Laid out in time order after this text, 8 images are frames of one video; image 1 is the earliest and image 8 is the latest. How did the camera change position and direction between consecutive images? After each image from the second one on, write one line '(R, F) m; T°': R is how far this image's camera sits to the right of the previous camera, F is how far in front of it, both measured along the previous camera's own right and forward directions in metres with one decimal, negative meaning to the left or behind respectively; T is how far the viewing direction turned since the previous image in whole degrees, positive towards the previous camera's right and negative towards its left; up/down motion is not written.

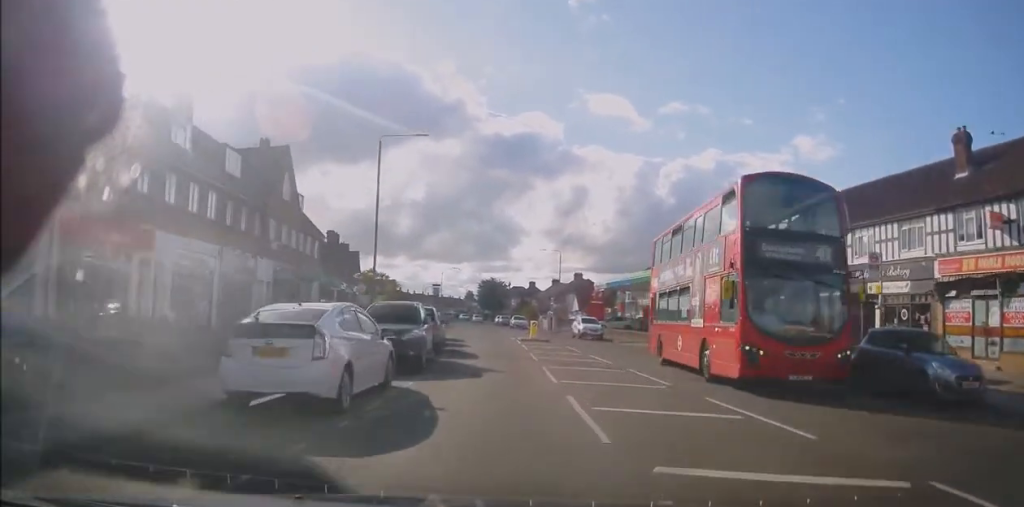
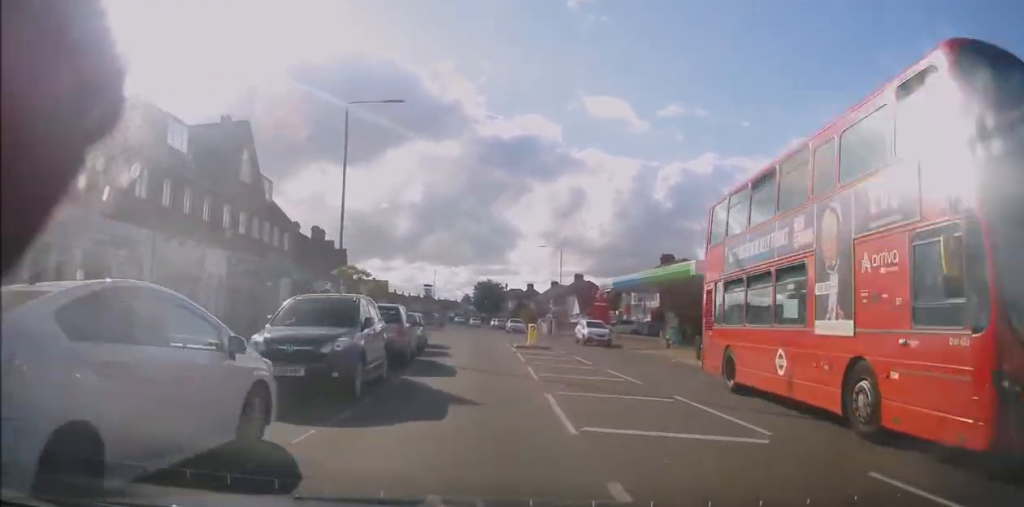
(0.0, +5.5) m; 0°
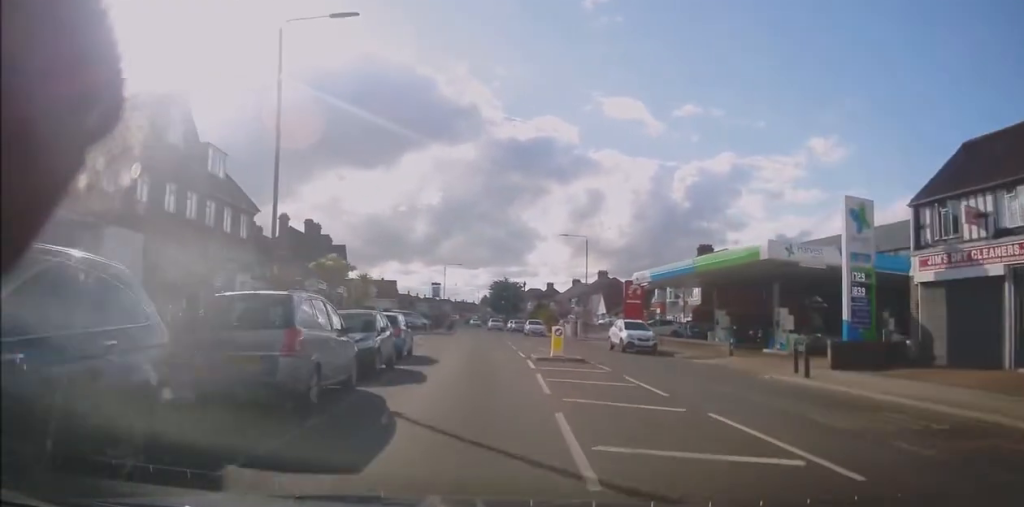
(0.0, +8.6) m; -1°
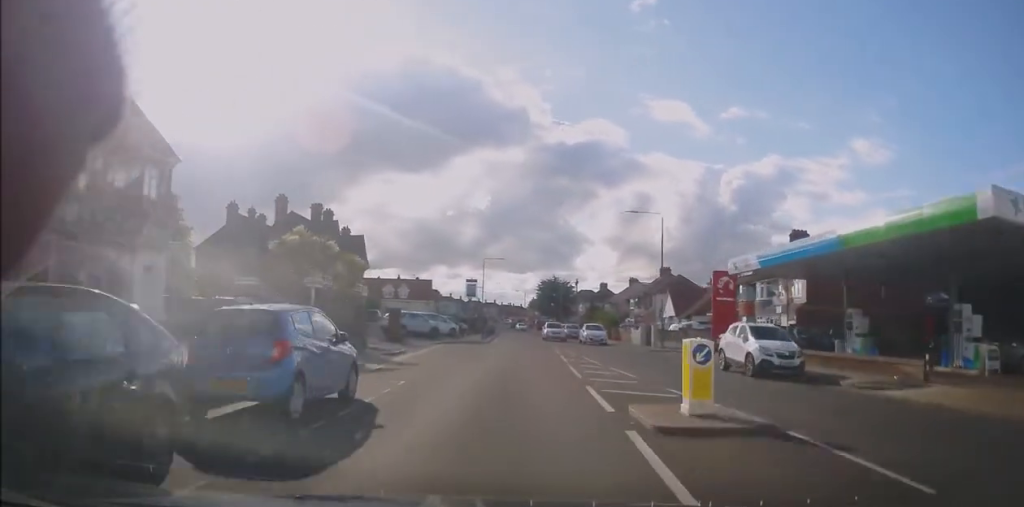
(-0.2, +12.4) m; -1°
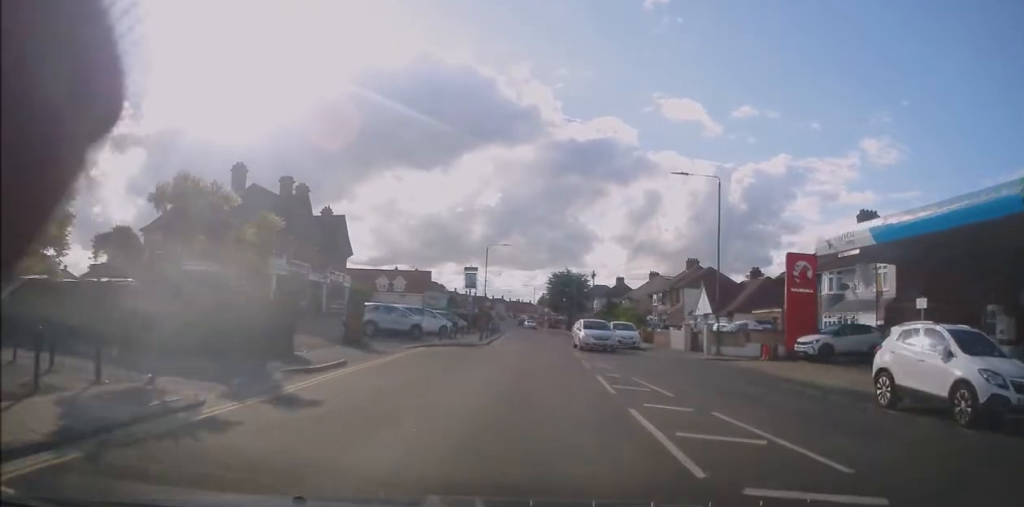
(0.0, +9.7) m; -3°
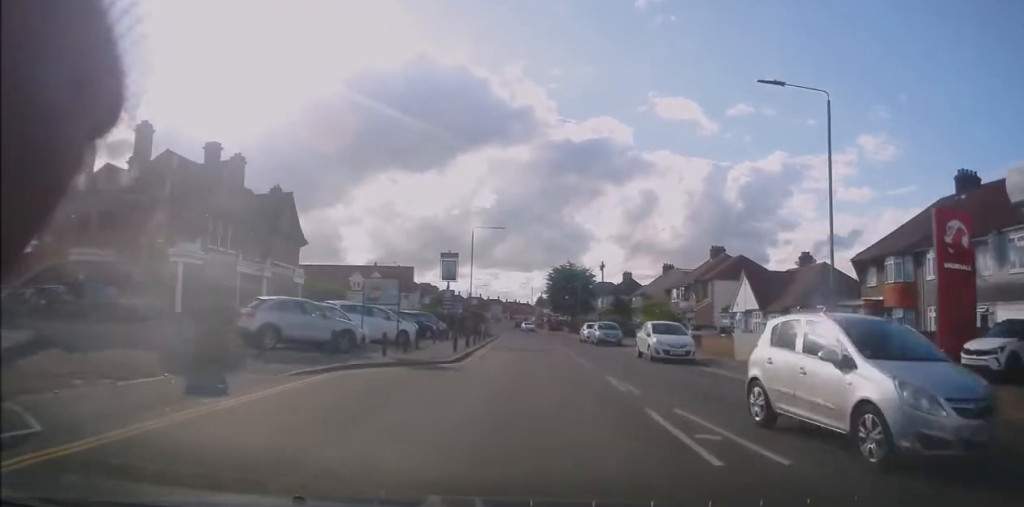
(-0.6, +11.4) m; -1°
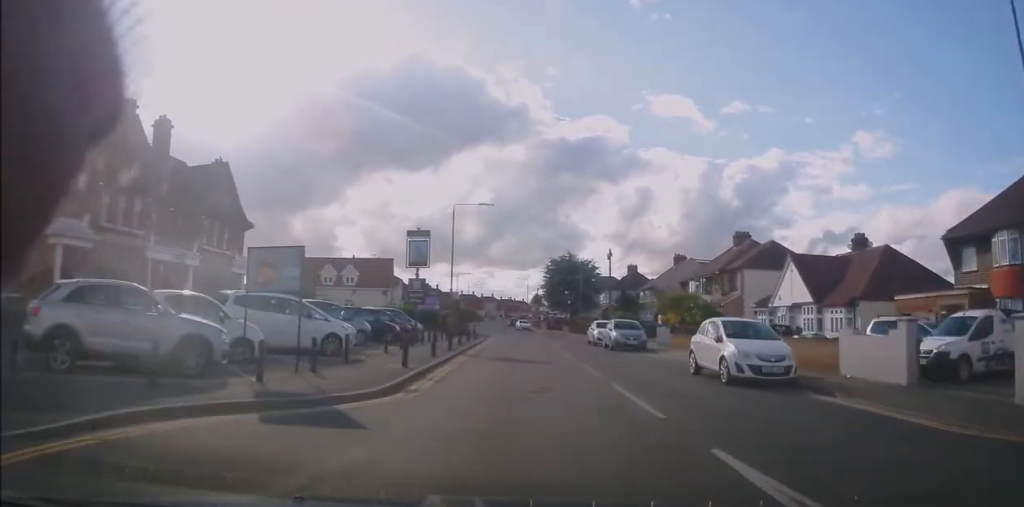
(0.0, +8.9) m; 0°
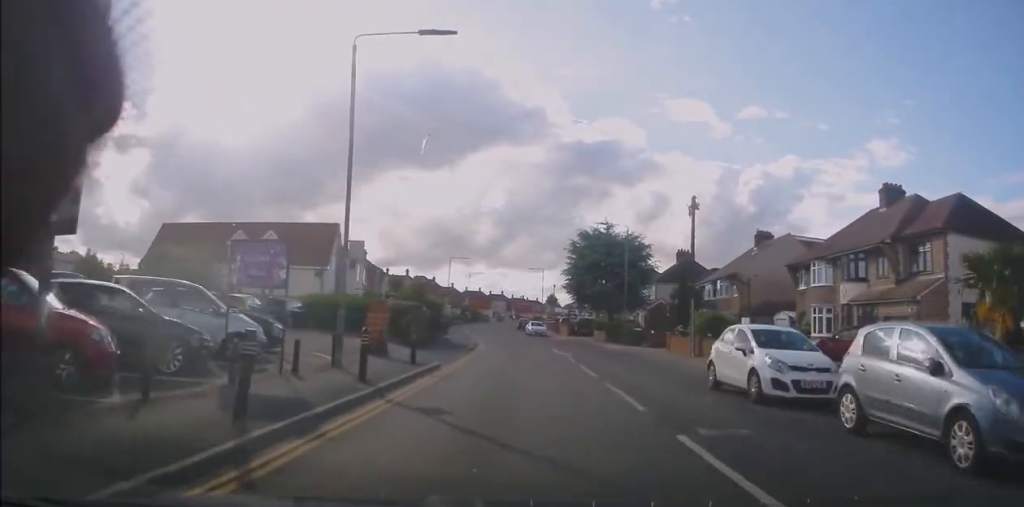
(+0.4, +23.4) m; -2°
